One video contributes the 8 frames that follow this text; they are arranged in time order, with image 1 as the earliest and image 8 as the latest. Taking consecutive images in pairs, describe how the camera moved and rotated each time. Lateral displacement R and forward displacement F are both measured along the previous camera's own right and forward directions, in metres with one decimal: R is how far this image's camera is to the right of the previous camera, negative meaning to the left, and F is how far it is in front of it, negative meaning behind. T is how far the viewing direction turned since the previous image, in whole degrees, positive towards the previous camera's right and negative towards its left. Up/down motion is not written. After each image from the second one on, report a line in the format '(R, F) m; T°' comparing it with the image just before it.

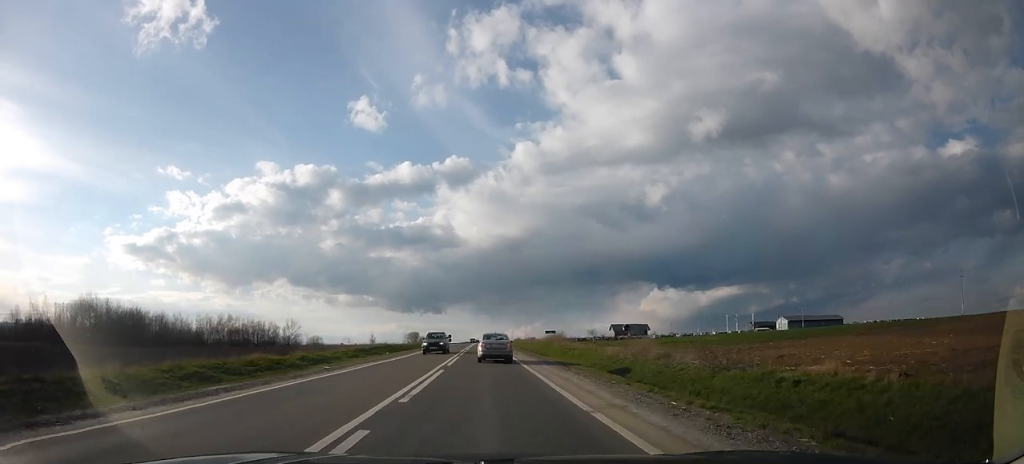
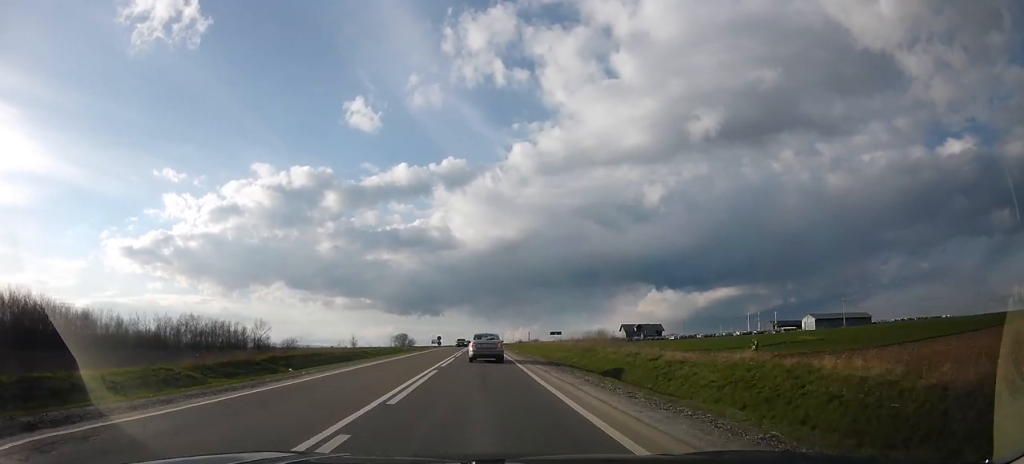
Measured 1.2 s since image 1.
(-0.2, +24.9) m; -1°
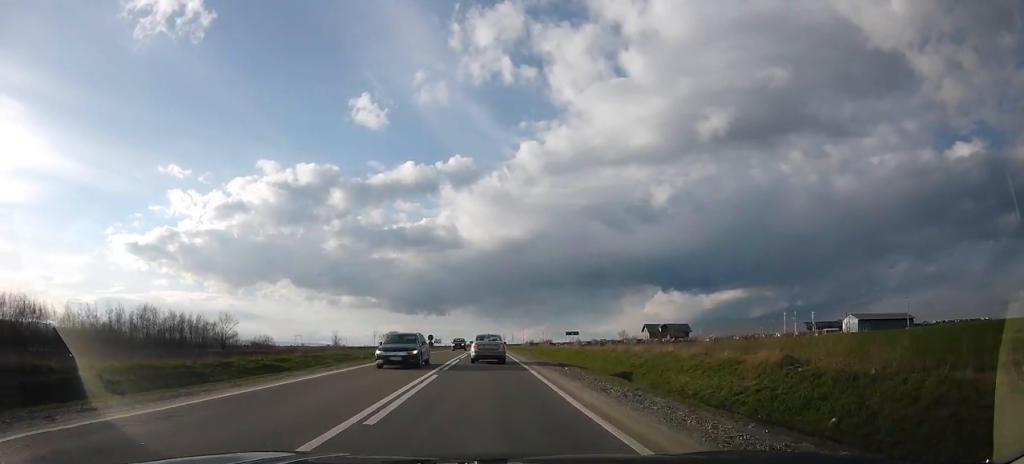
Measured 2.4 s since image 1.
(+0.3, +26.0) m; 0°
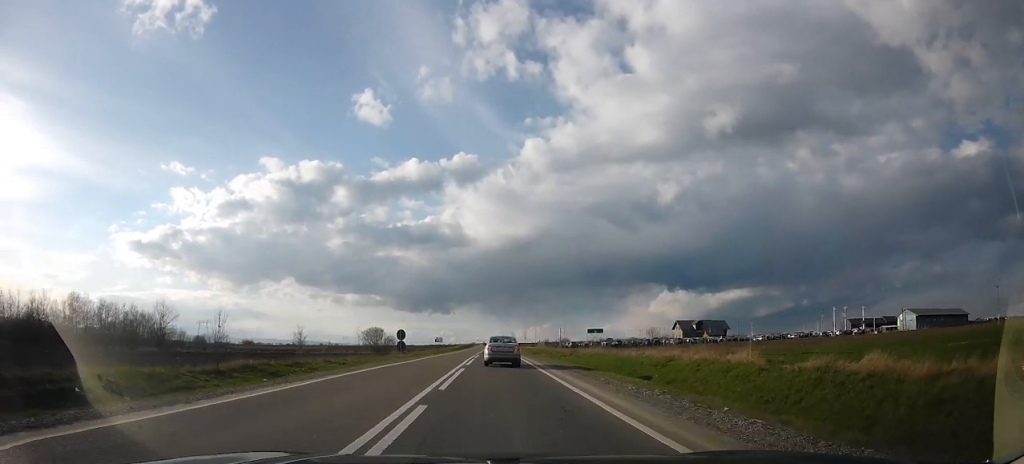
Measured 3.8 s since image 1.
(-0.8, +30.5) m; -2°
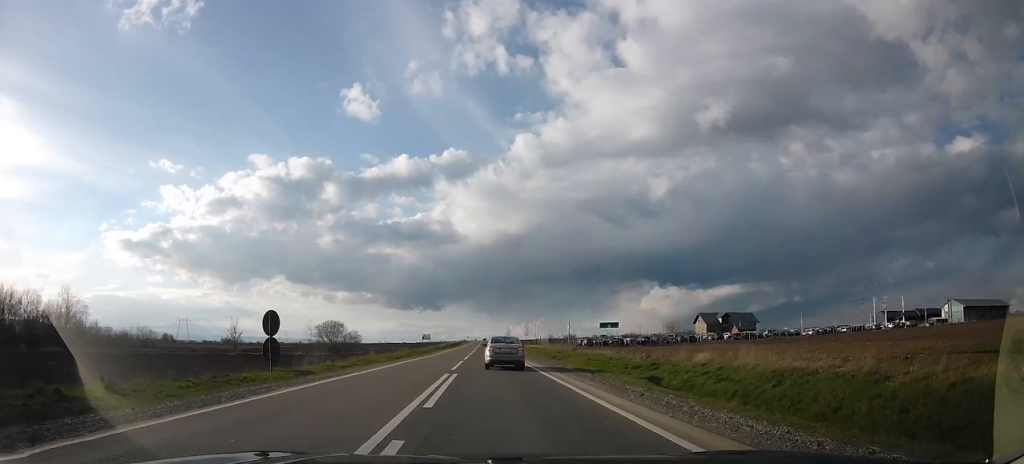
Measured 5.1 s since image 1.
(+0.6, +27.1) m; +1°
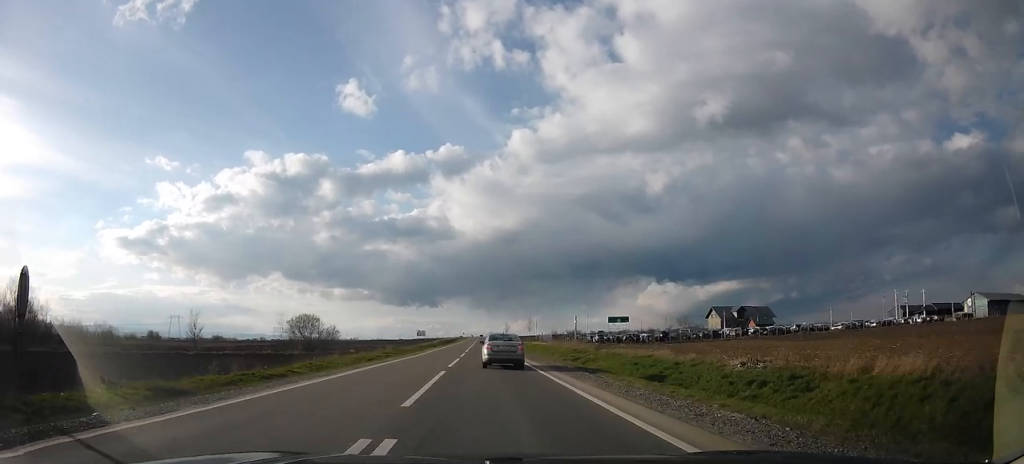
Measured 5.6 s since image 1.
(0.0, +11.8) m; -1°
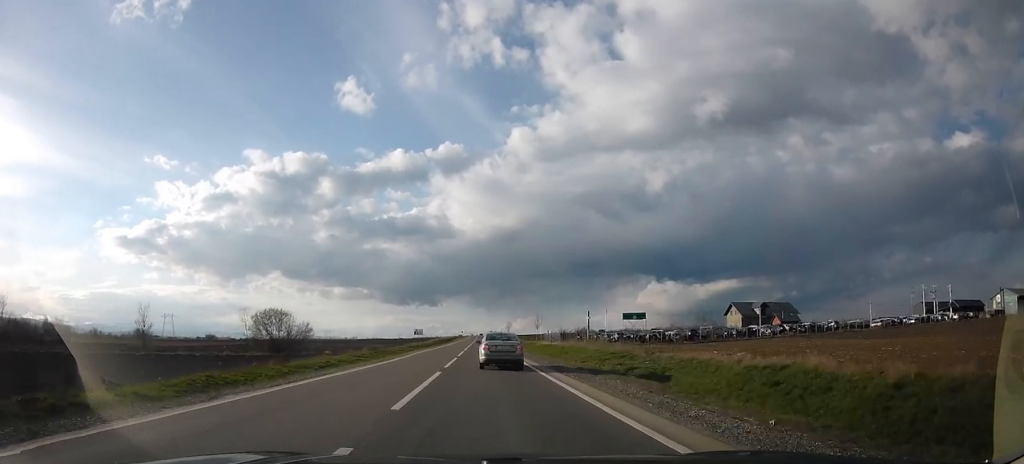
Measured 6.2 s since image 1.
(-0.2, +12.7) m; -1°
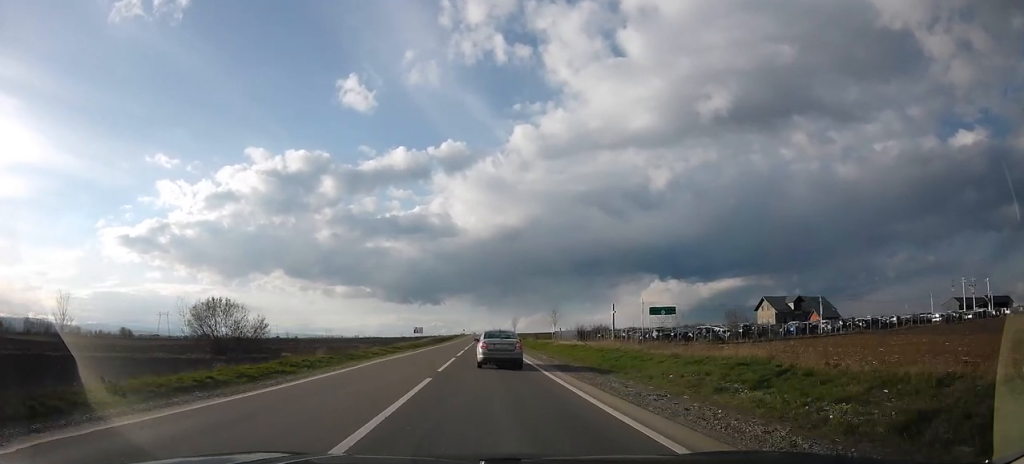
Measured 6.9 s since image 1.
(-0.2, +15.7) m; -1°
